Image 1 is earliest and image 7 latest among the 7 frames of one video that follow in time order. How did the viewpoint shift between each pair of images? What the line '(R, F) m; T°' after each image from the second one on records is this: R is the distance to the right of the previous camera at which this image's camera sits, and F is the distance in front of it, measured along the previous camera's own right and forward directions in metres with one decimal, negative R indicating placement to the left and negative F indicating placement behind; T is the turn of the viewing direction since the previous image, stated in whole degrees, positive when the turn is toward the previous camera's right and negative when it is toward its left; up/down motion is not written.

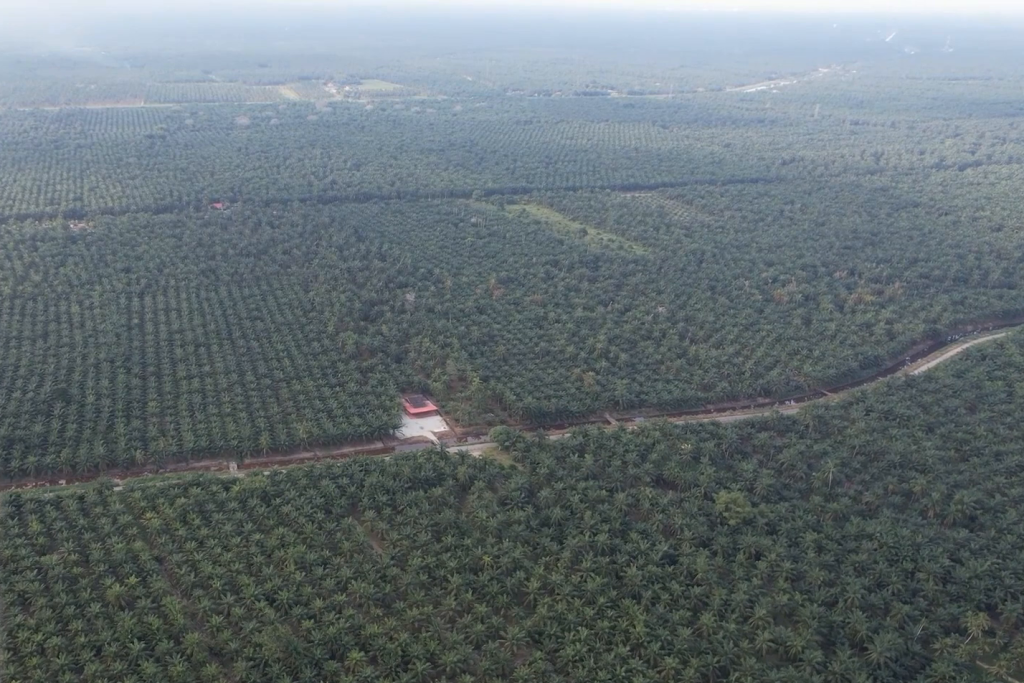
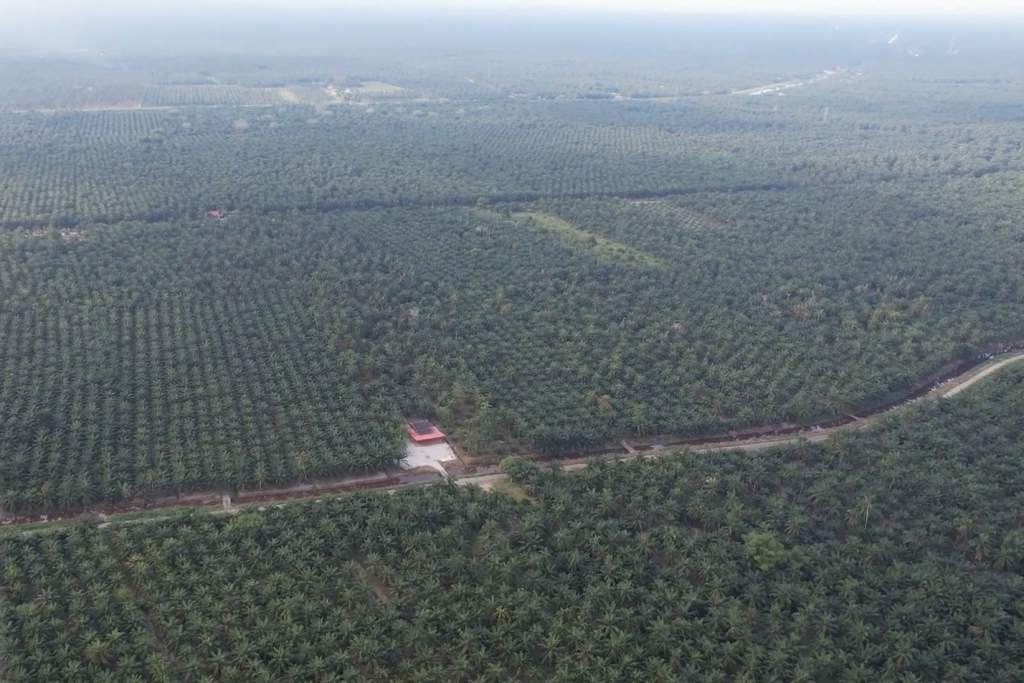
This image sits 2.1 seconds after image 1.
(0.0, +30.4) m; 0°
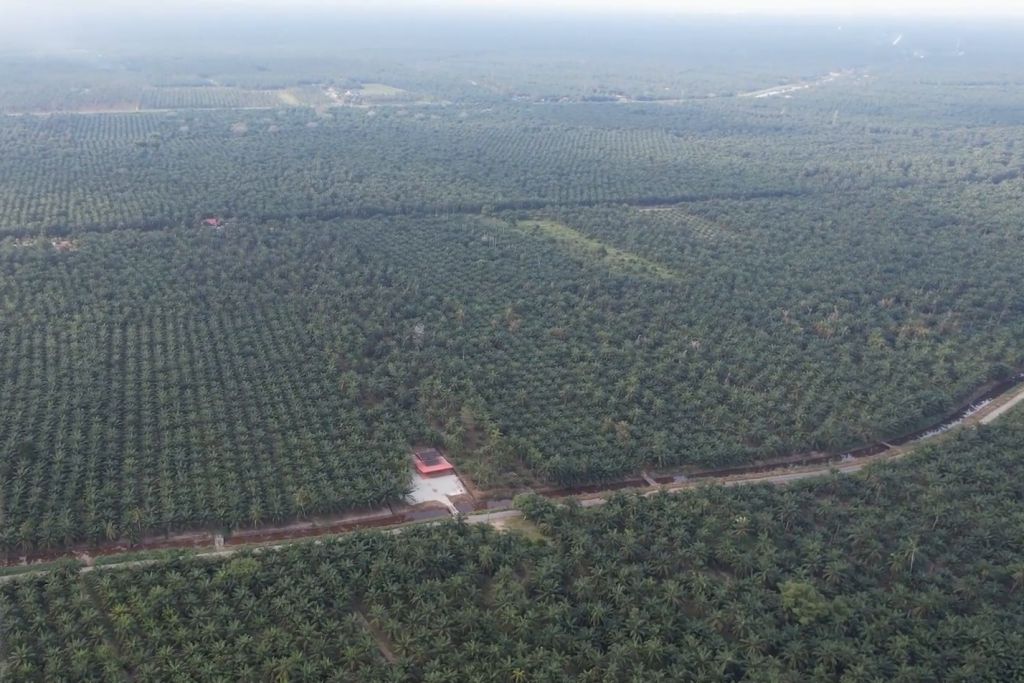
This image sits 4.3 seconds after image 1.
(0.0, +31.5) m; 0°
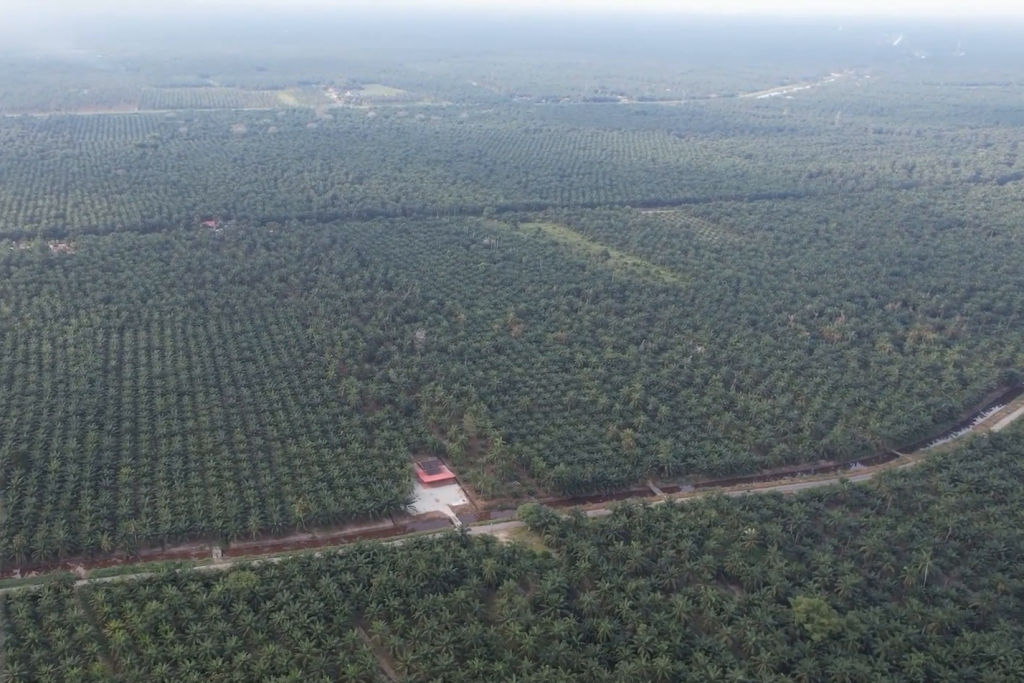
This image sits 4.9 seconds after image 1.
(0.0, +8.3) m; 0°
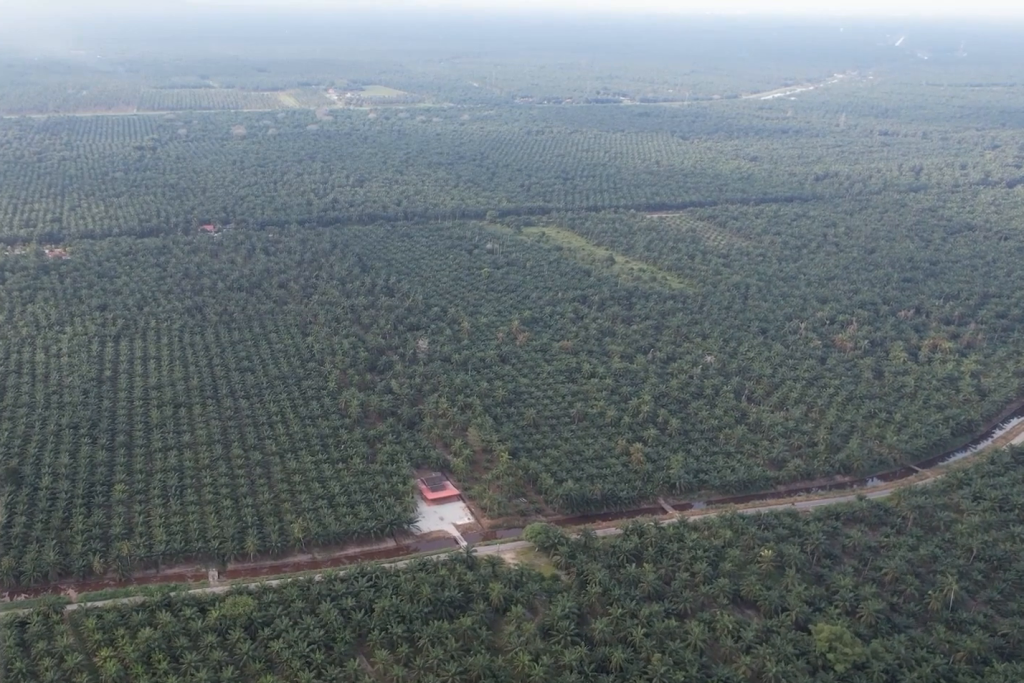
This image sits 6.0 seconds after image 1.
(0.0, +14.7) m; 0°
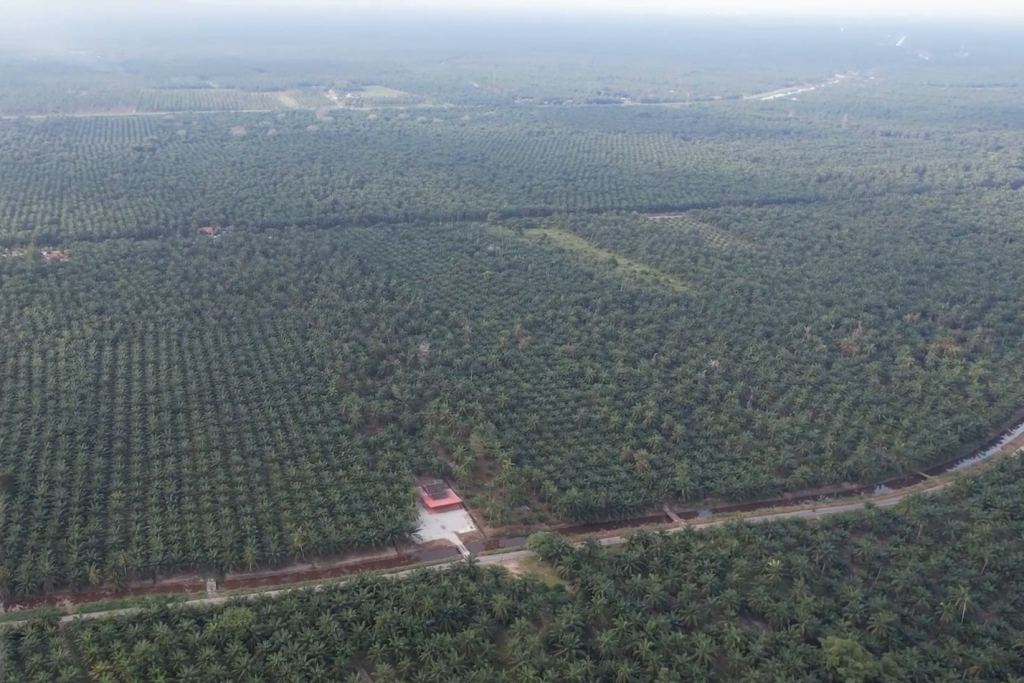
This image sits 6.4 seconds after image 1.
(0.0, +6.5) m; 0°
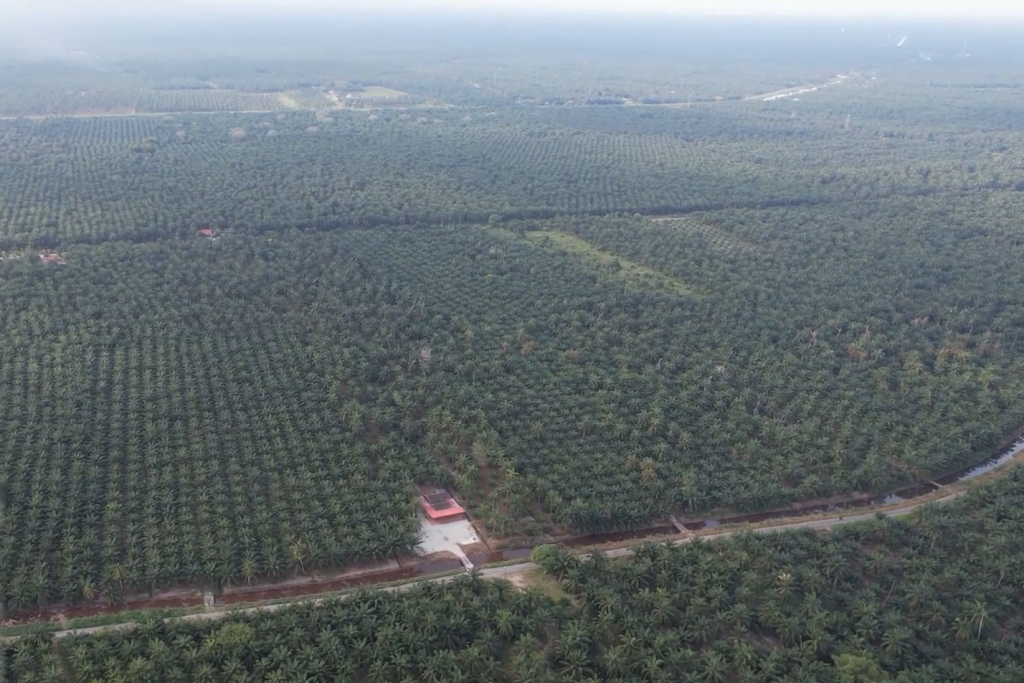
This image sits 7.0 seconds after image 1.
(0.0, +8.9) m; 0°
